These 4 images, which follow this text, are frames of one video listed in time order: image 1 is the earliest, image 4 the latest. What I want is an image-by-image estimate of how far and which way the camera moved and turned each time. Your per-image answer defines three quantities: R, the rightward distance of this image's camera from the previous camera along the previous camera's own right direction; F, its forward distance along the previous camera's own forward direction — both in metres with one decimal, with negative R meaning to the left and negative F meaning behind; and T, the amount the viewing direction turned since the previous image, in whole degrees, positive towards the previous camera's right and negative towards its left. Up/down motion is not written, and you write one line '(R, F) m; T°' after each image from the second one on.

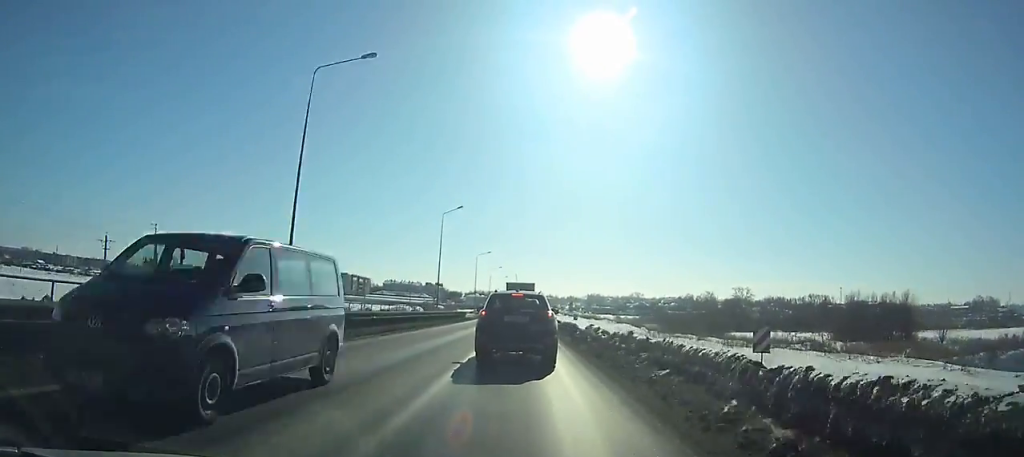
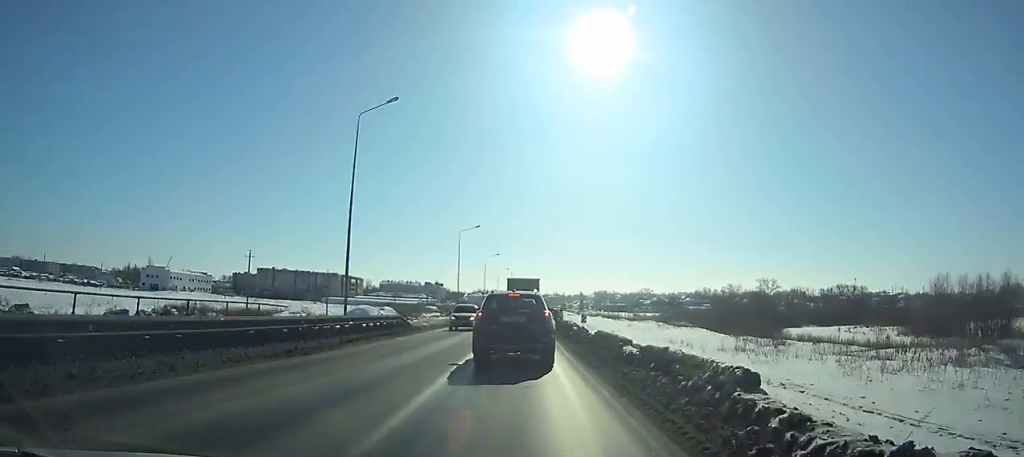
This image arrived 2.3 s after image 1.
(+0.2, +30.9) m; 0°
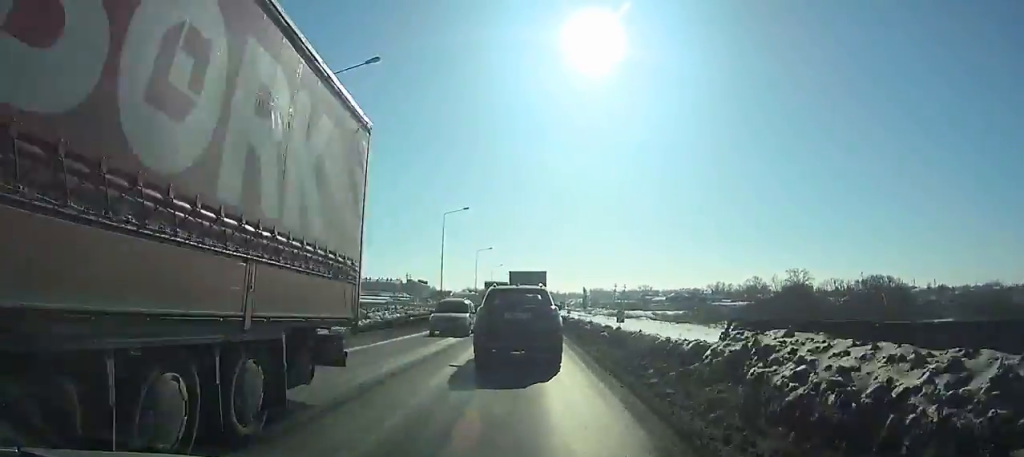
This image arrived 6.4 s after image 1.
(-0.2, +50.4) m; 0°
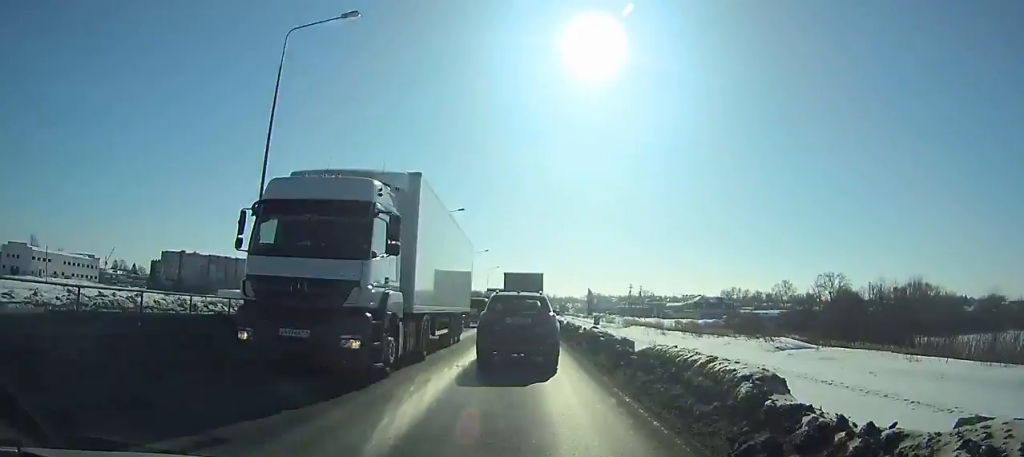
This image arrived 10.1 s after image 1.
(+0.3, +41.5) m; +1°
